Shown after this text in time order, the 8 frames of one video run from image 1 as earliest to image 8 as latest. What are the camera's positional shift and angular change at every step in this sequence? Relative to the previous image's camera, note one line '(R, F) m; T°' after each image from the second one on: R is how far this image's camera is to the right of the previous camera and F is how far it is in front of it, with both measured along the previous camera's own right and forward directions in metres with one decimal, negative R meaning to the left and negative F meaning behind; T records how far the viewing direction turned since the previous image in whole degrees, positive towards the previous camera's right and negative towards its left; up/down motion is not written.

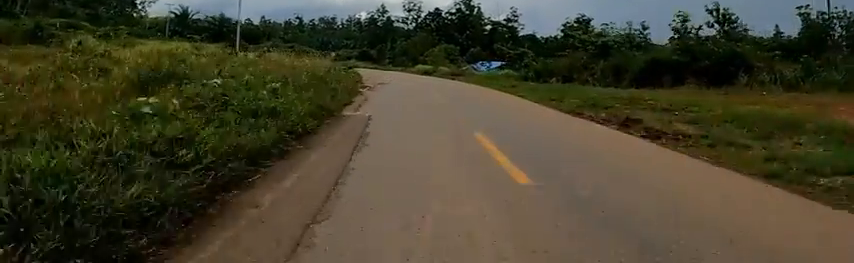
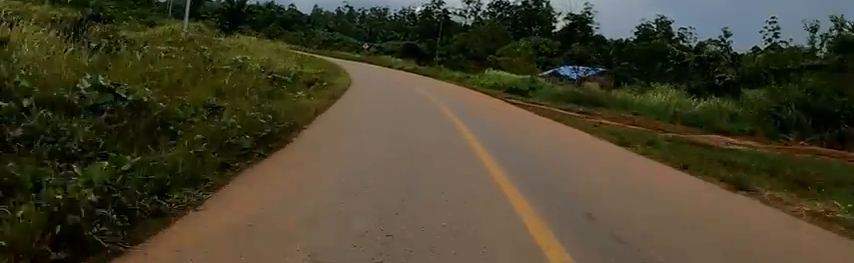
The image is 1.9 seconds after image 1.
(-0.6, +21.1) m; -5°
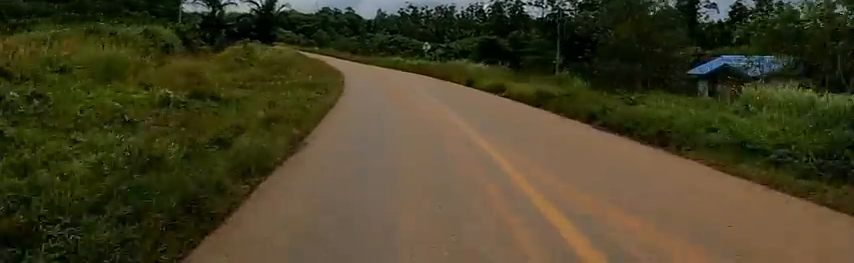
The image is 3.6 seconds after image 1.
(-2.1, +20.4) m; -11°
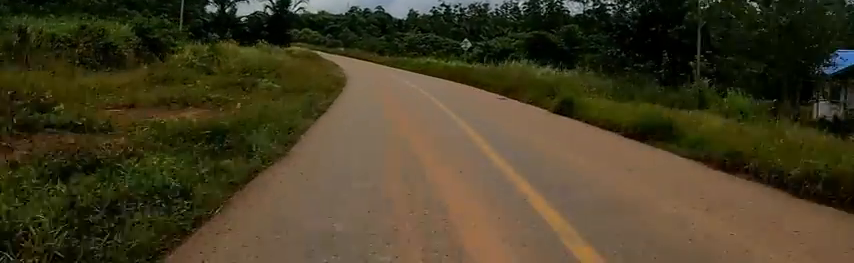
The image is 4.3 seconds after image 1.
(+0.2, +9.0) m; -5°
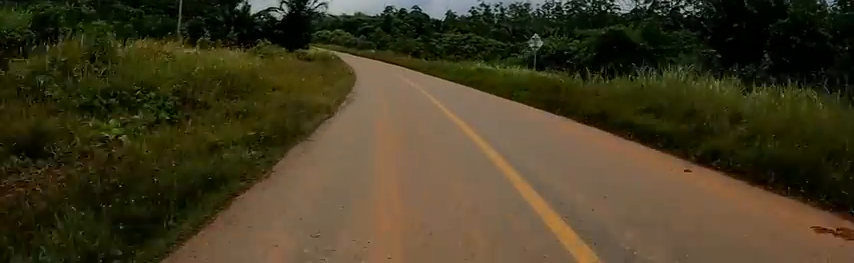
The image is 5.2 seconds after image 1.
(-1.1, +10.2) m; -6°
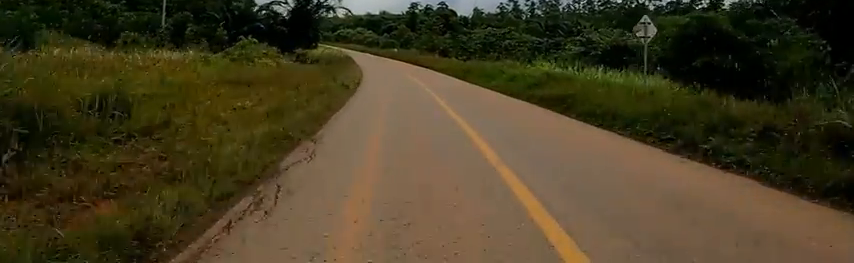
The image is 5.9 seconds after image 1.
(-0.3, +9.1) m; -2°
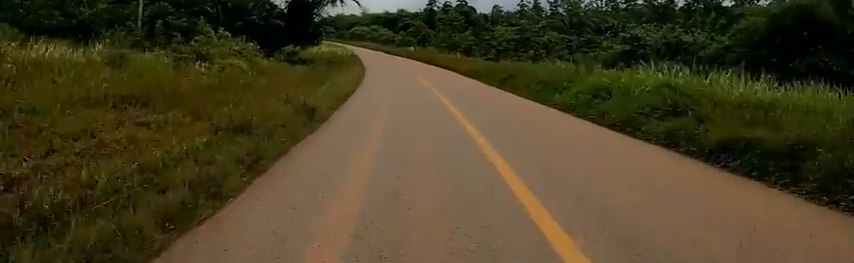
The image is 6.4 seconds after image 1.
(0.0, +6.6) m; 0°
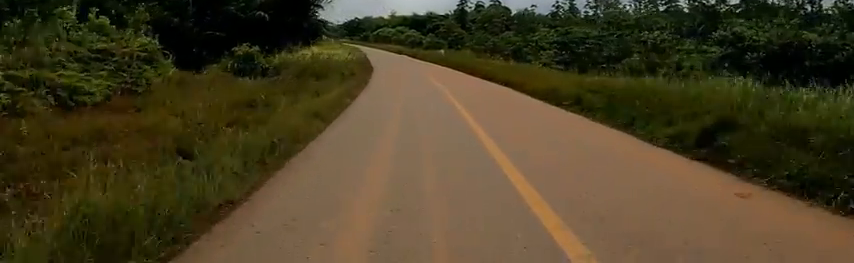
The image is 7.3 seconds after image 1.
(0.0, +10.3) m; 0°
